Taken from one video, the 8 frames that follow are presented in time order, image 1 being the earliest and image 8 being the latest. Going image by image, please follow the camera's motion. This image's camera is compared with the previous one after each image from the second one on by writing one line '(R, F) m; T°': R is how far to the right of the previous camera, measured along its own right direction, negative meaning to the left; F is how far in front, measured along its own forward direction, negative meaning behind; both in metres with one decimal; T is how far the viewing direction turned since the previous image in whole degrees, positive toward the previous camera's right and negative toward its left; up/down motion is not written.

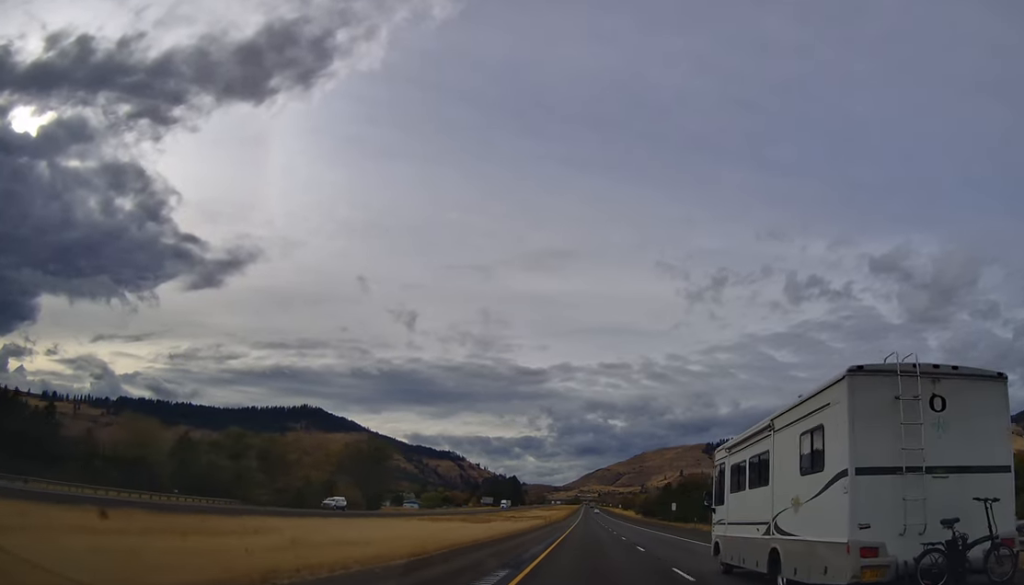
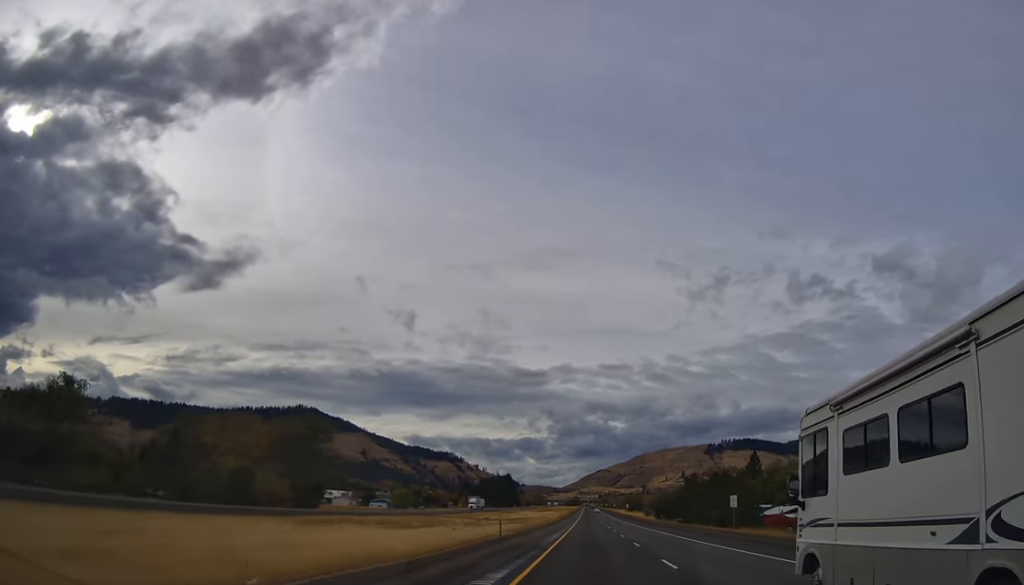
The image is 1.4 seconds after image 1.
(-0.3, +45.1) m; 0°
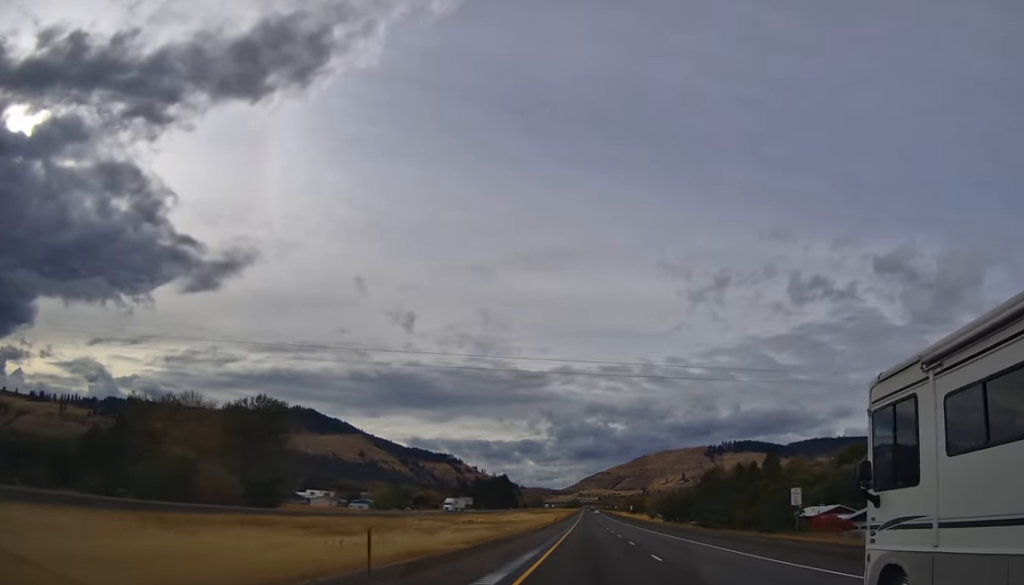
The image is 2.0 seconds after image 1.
(+0.2, +20.5) m; 0°
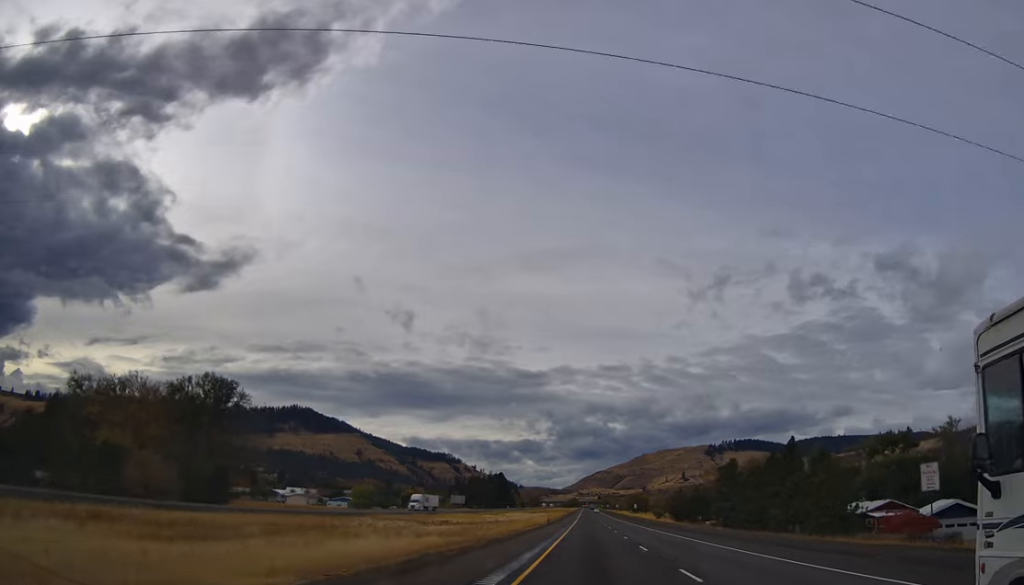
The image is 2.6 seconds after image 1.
(0.0, +19.4) m; 0°
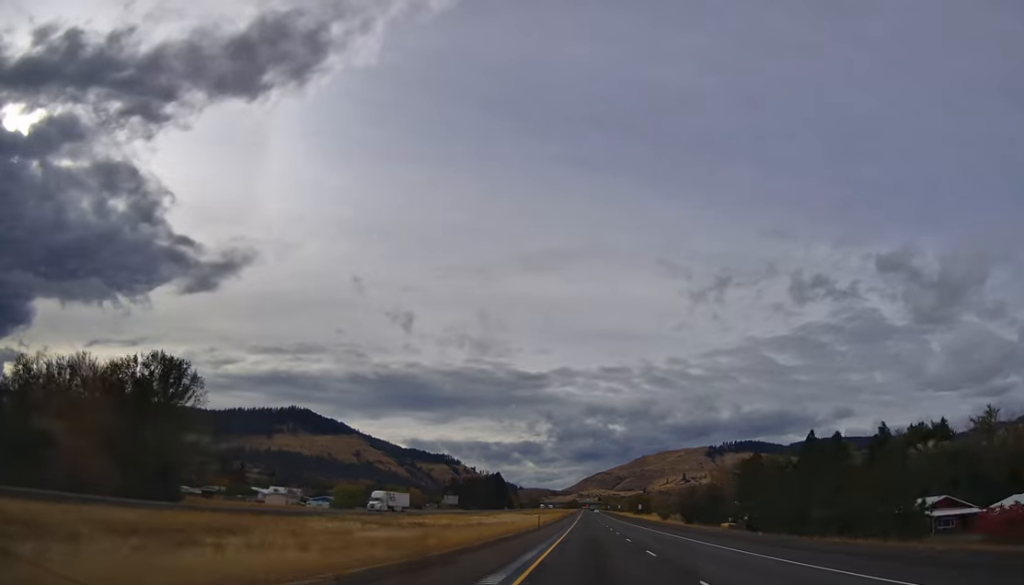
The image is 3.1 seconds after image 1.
(+0.1, +15.1) m; 0°
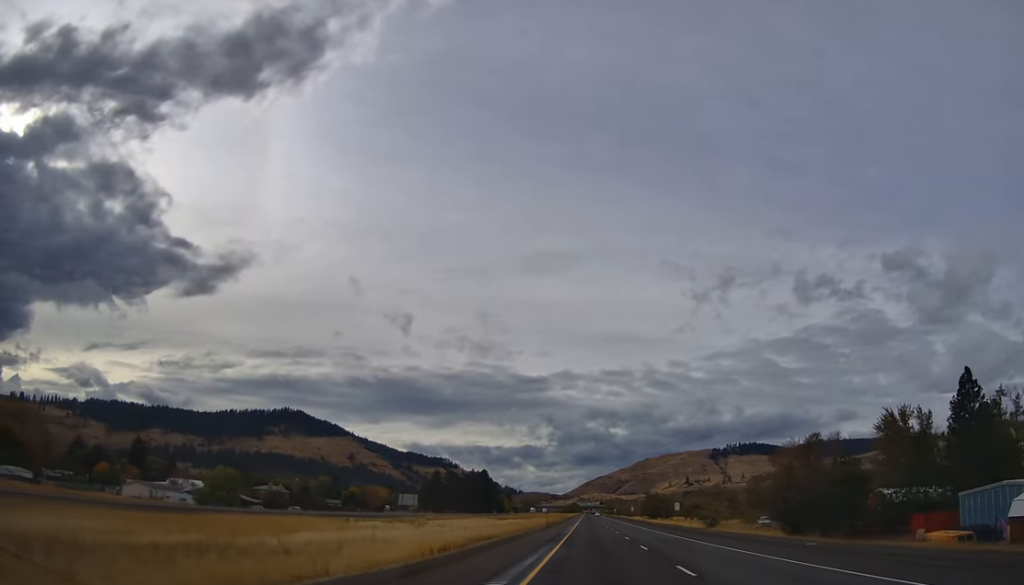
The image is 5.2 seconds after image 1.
(+0.1, +67.9) m; 0°
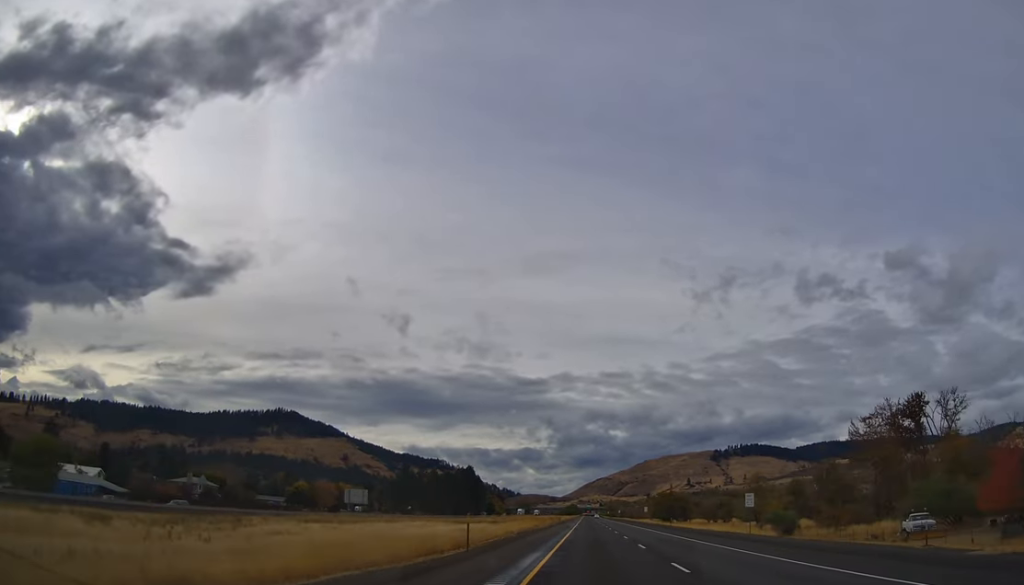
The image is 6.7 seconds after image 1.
(+0.1, +47.4) m; +1°
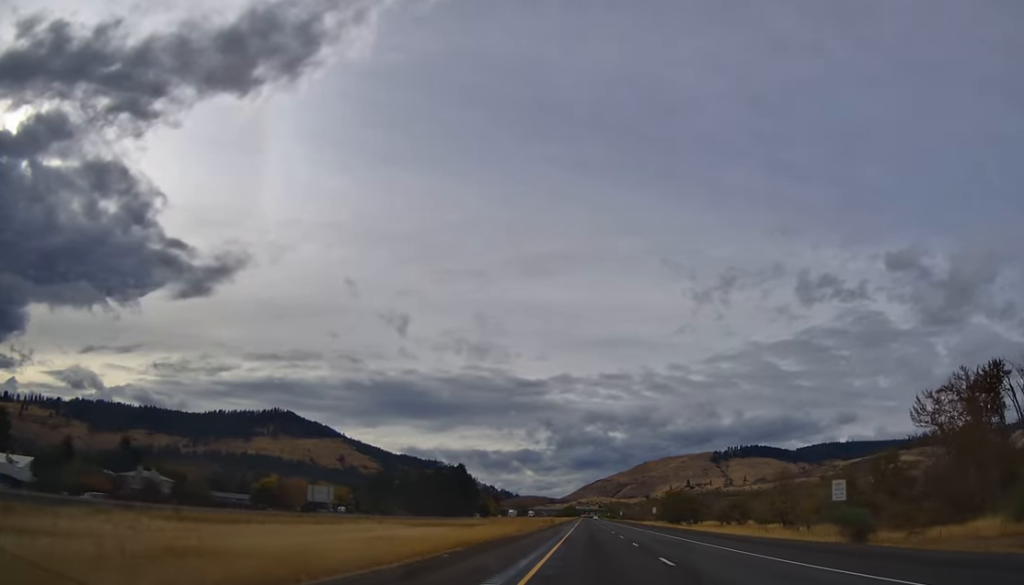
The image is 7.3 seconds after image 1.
(+0.4, +21.6) m; 0°
